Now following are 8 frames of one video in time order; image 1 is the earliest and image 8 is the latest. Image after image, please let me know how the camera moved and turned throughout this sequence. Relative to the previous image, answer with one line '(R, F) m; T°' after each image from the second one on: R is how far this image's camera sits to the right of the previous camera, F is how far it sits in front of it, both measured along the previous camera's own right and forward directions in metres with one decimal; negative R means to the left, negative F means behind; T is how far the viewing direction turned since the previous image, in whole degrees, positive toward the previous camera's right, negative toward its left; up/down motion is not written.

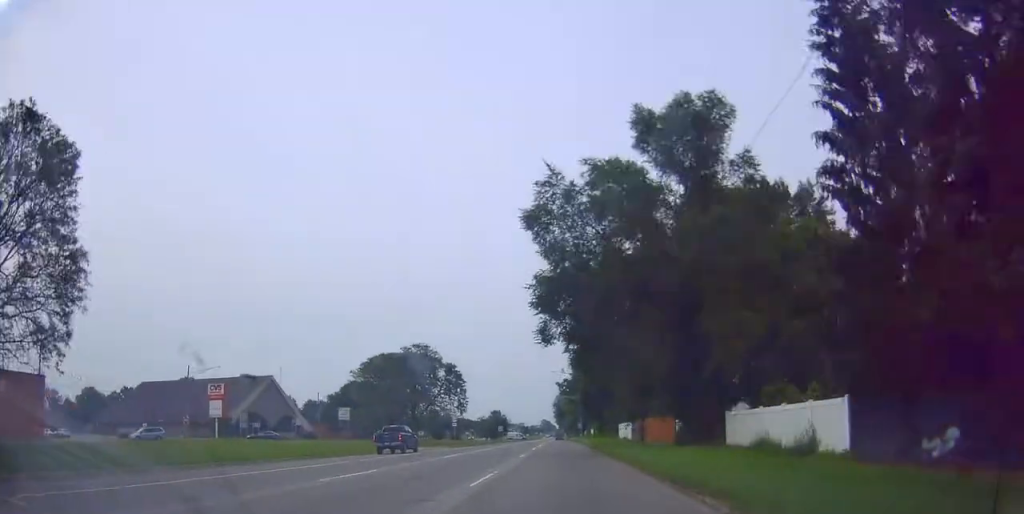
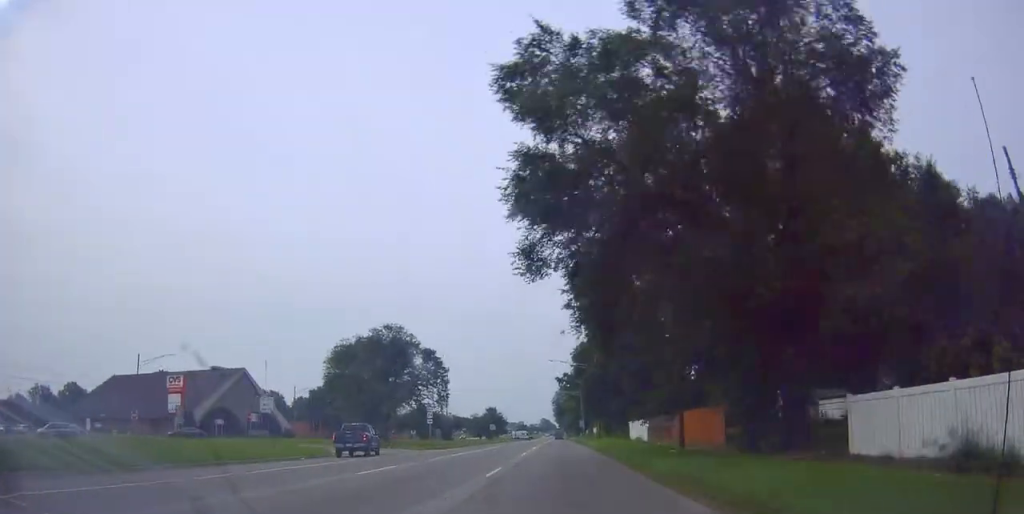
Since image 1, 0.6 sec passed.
(-0.3, +11.6) m; 0°
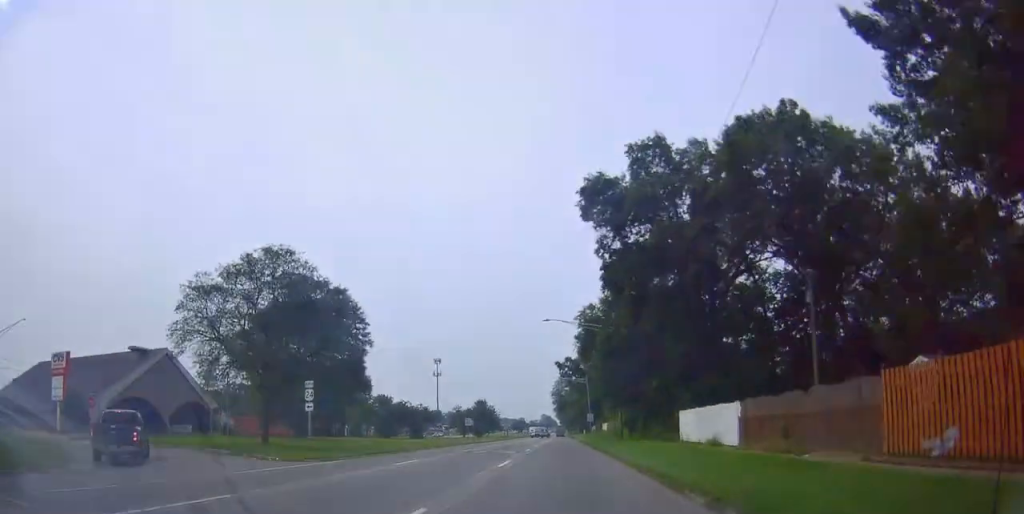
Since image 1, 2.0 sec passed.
(+0.3, +25.6) m; +1°
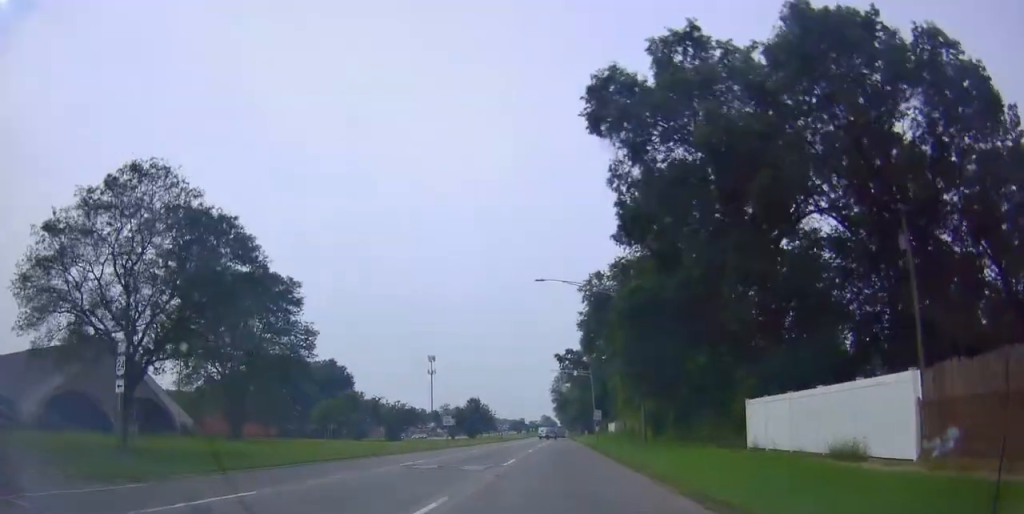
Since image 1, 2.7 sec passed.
(-0.1, +13.5) m; 0°
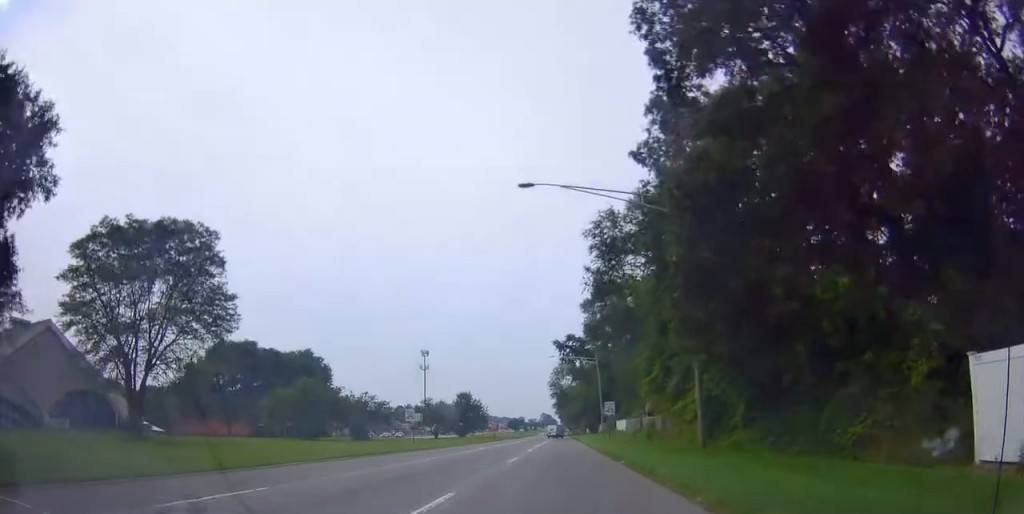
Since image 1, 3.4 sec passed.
(-0.1, +14.3) m; 0°
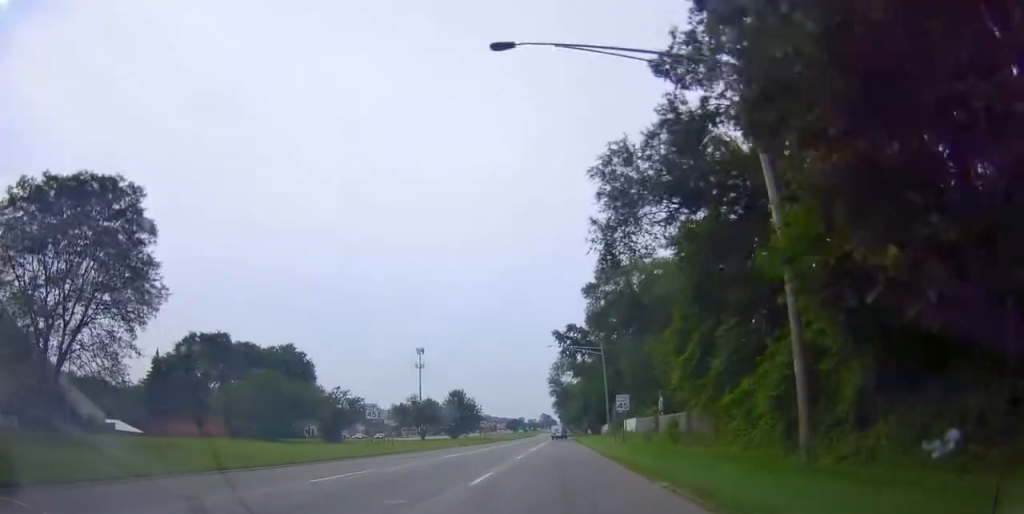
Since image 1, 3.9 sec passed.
(+0.2, +9.1) m; -1°
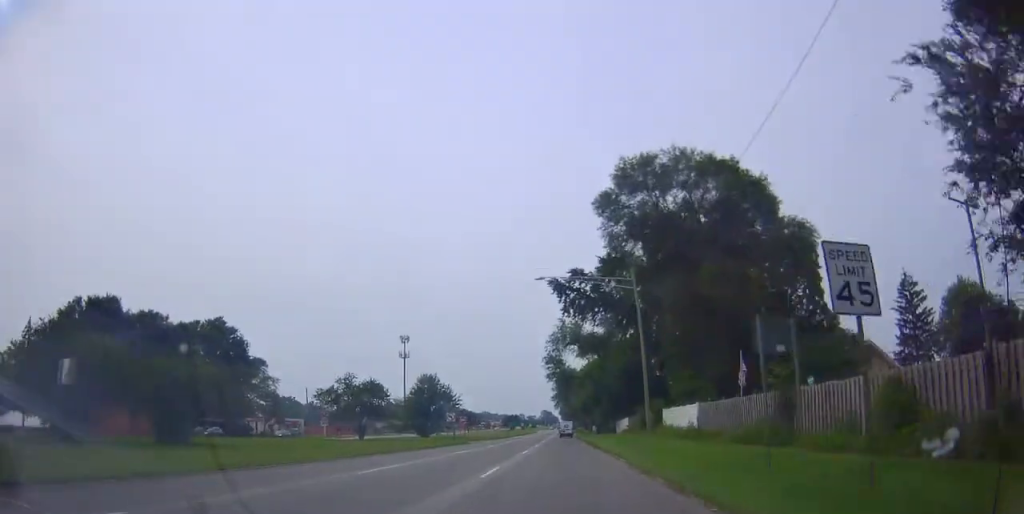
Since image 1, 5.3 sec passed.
(-0.9, +27.3) m; -2°
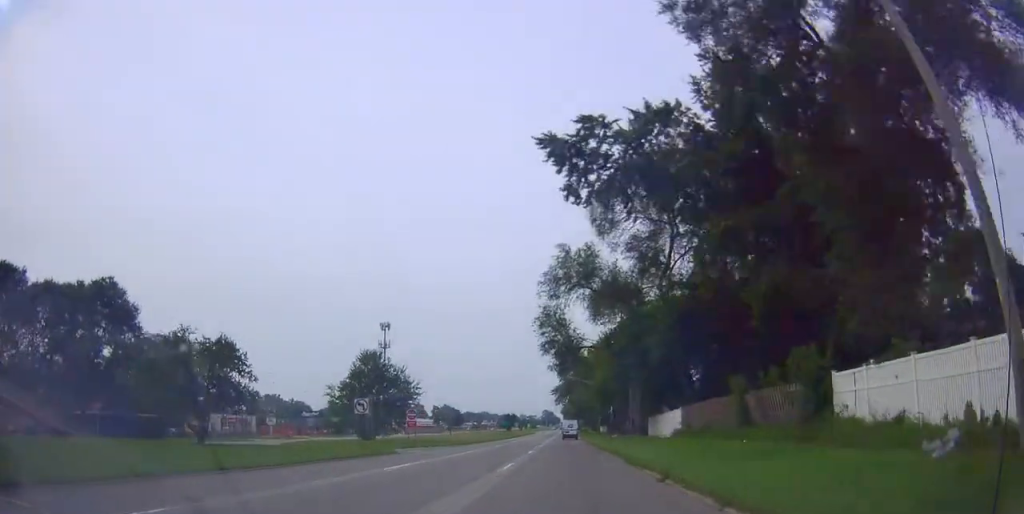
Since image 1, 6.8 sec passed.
(+0.8, +28.5) m; +3°
